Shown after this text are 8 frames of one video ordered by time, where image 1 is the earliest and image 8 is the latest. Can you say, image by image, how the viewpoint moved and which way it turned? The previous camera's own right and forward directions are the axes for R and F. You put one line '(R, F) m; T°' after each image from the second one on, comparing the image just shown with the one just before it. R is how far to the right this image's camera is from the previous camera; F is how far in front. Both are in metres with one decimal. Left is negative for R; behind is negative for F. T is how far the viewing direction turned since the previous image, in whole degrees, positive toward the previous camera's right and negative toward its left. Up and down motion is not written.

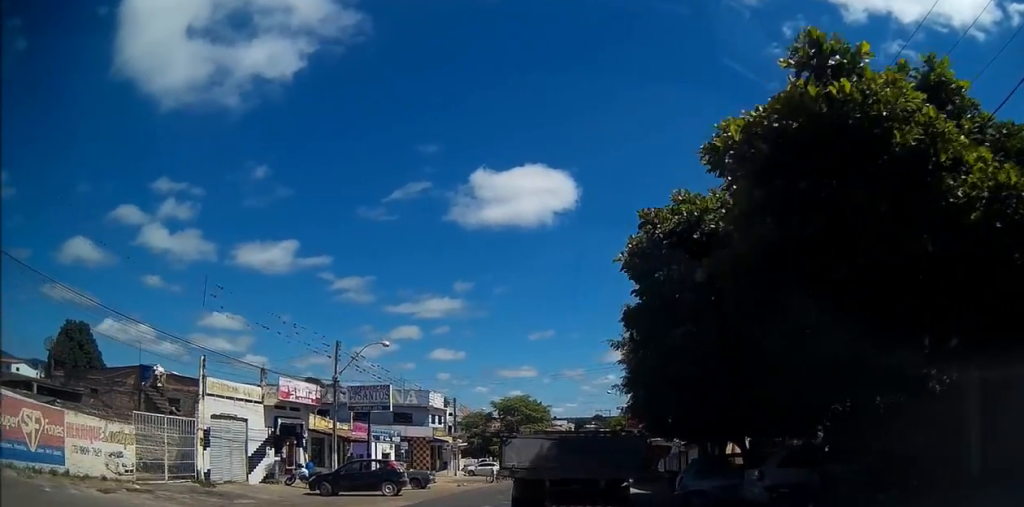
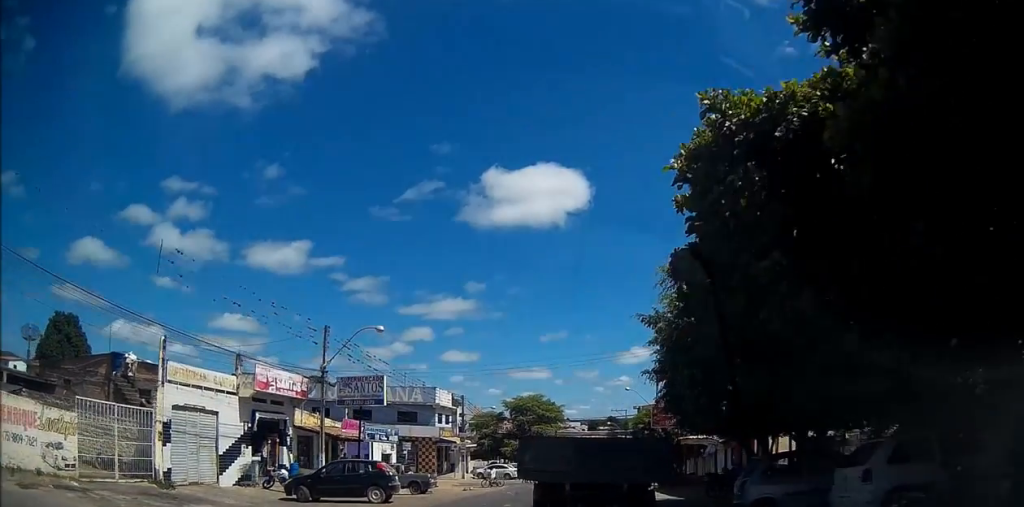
(-0.3, +3.8) m; -4°
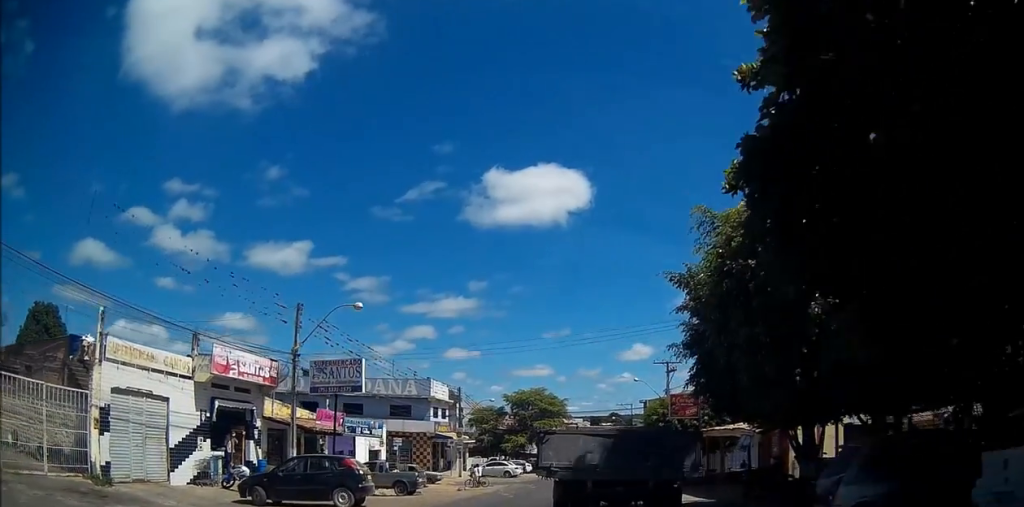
(0.0, +3.9) m; +2°
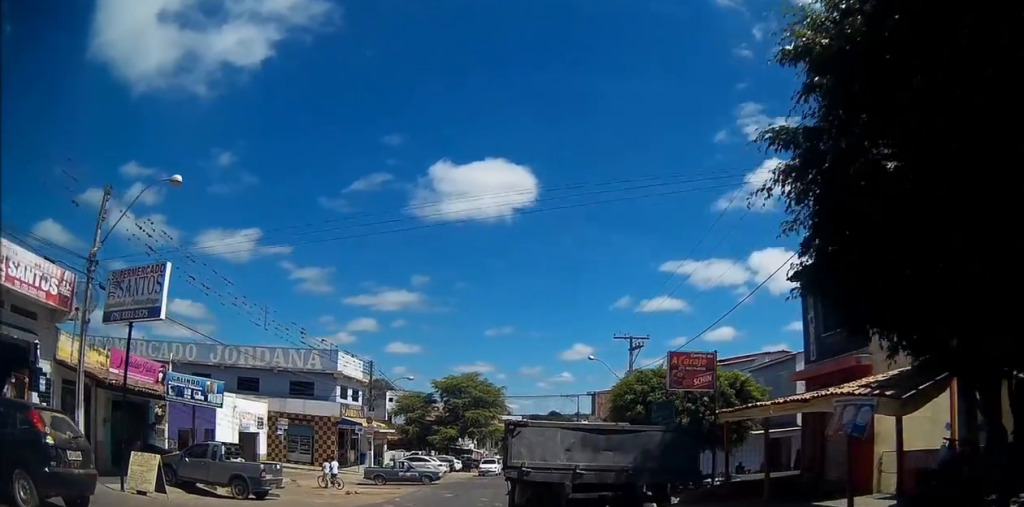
(+0.4, +11.4) m; 0°
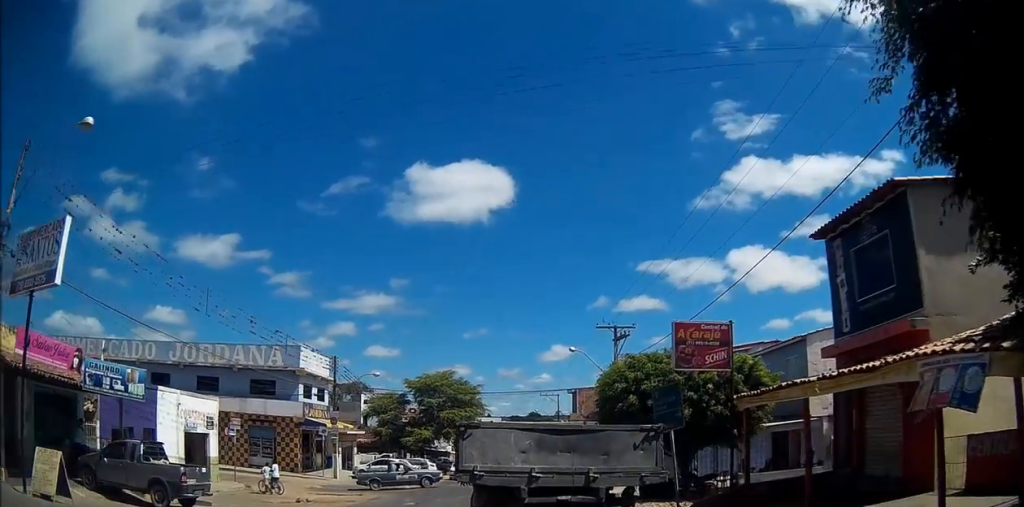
(-0.1, +3.7) m; -2°
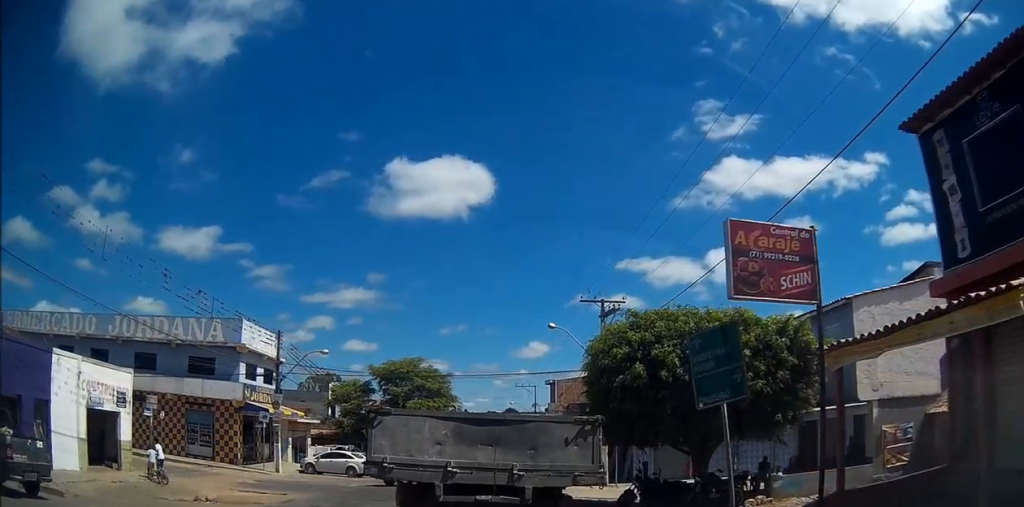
(0.0, +6.5) m; 0°
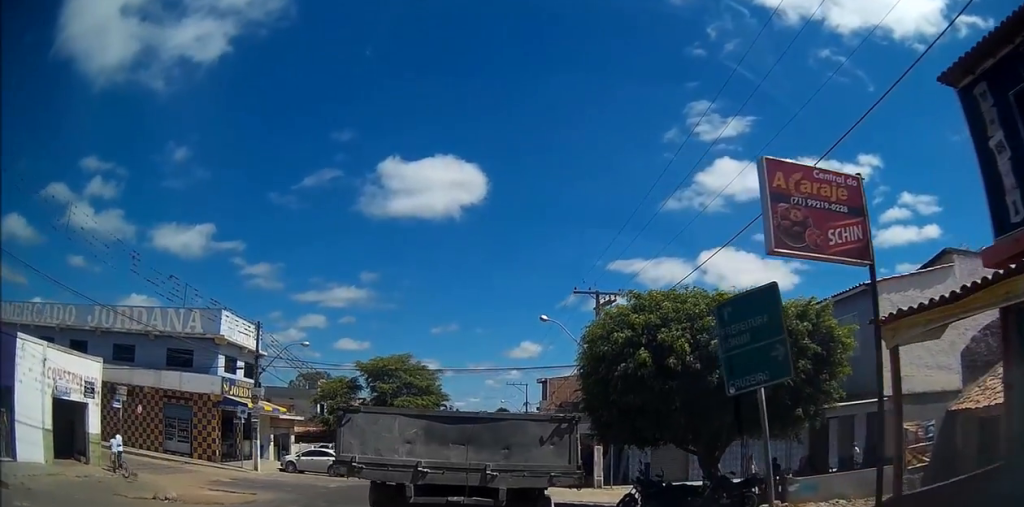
(0.0, +2.3) m; +2°
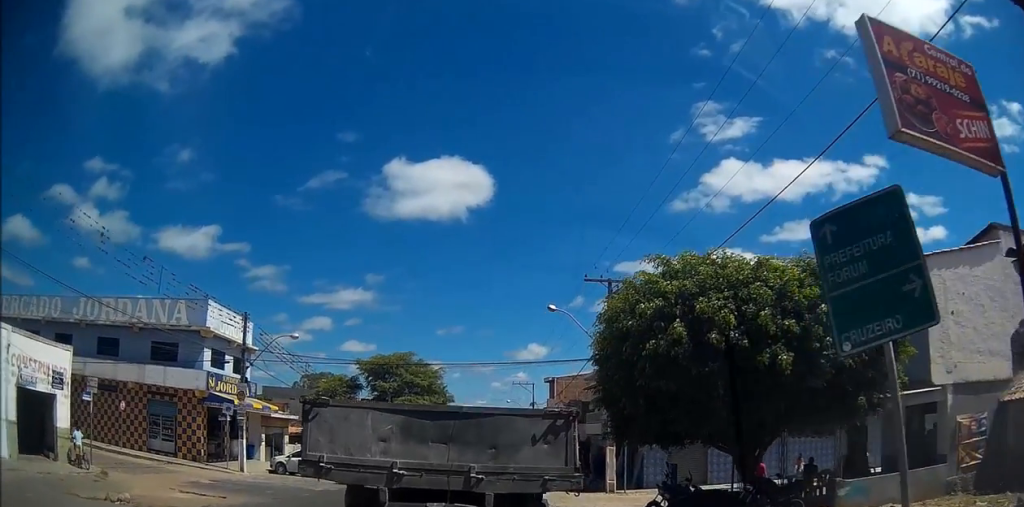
(0.0, +3.0) m; +5°
